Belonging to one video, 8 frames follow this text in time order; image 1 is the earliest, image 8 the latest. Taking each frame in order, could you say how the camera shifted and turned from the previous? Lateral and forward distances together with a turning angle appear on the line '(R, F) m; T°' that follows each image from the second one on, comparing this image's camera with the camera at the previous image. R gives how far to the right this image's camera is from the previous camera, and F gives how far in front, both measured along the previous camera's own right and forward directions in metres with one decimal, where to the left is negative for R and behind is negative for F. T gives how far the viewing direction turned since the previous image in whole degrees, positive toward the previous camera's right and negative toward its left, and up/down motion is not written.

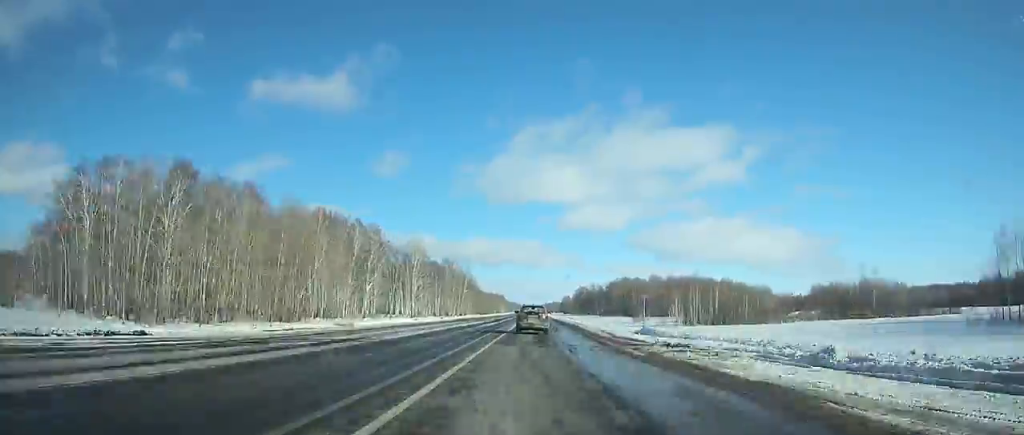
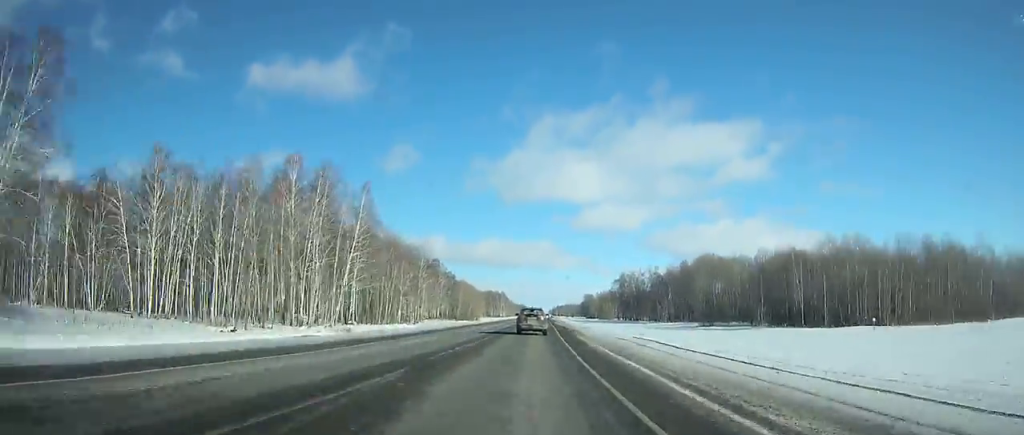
(-0.1, +158.8) m; 0°
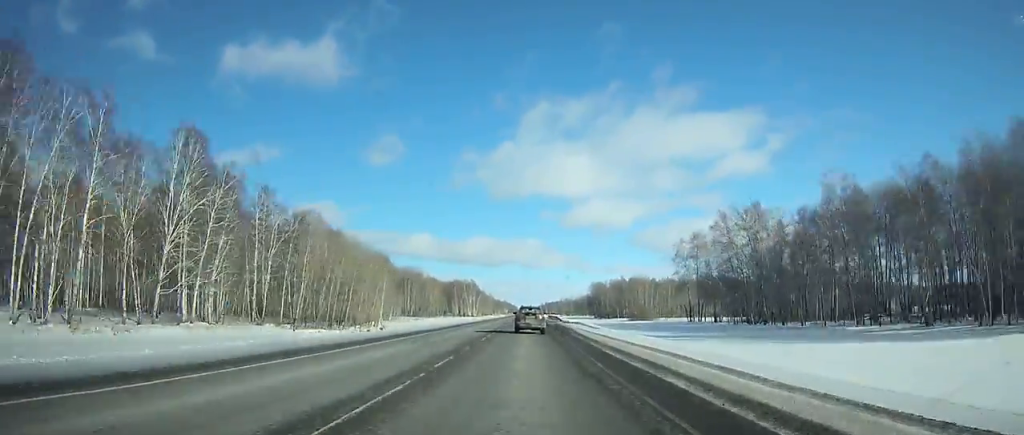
(+0.2, +146.7) m; 0°
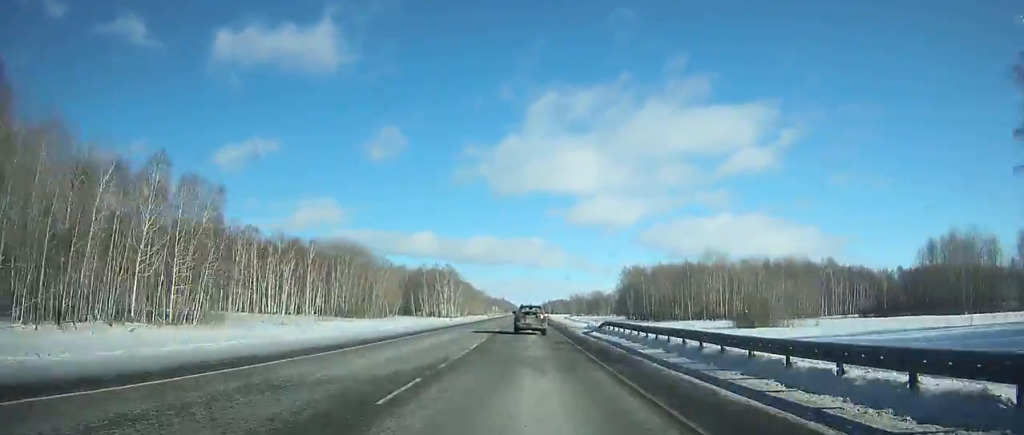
(-0.1, +102.0) m; 0°
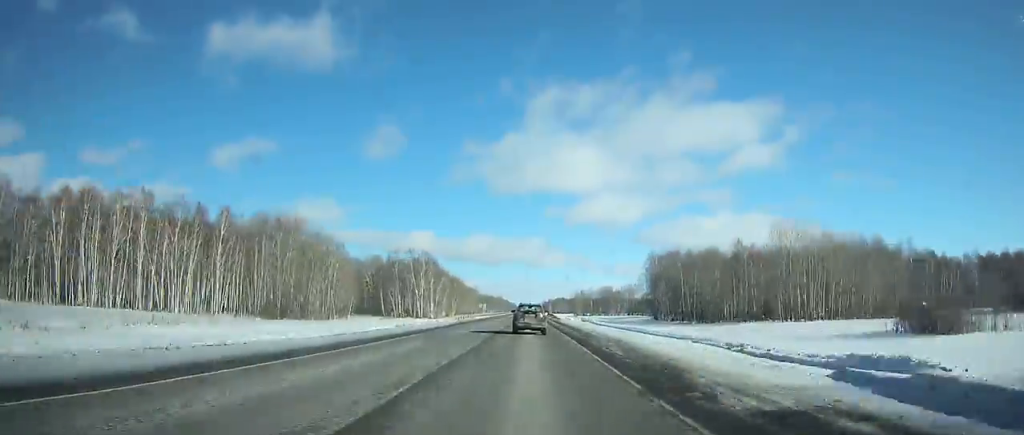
(+0.1, +47.0) m; 0°
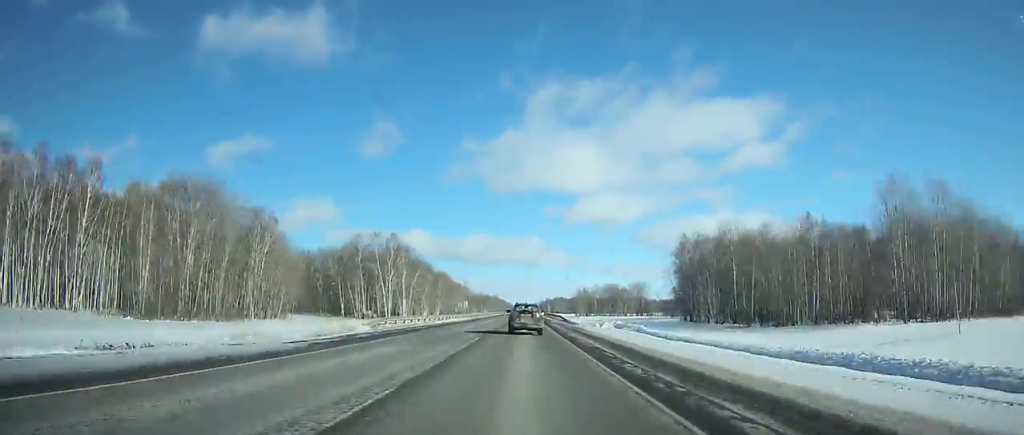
(+0.1, +38.7) m; 0°
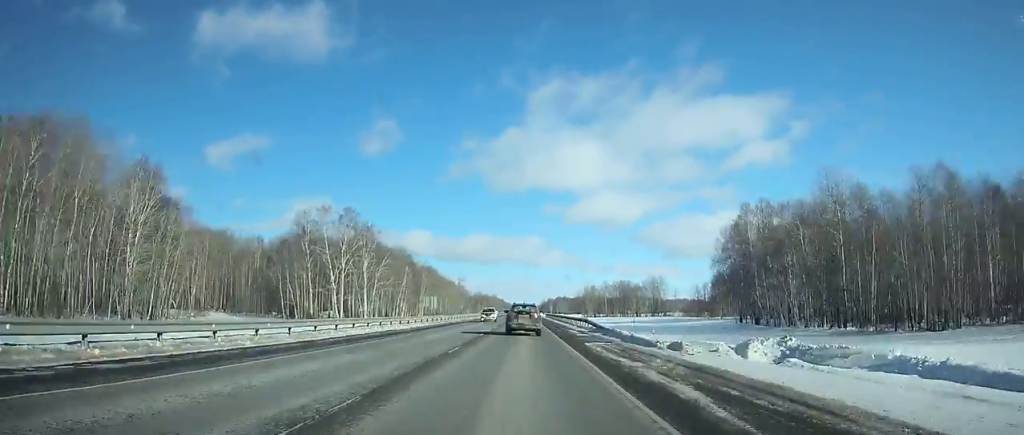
(+0.1, +36.0) m; 0°
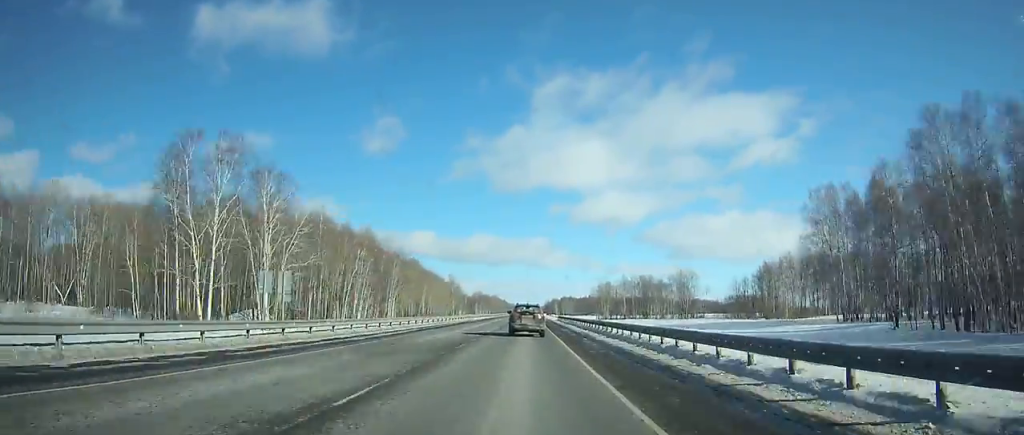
(-0.1, +46.8) m; 0°
